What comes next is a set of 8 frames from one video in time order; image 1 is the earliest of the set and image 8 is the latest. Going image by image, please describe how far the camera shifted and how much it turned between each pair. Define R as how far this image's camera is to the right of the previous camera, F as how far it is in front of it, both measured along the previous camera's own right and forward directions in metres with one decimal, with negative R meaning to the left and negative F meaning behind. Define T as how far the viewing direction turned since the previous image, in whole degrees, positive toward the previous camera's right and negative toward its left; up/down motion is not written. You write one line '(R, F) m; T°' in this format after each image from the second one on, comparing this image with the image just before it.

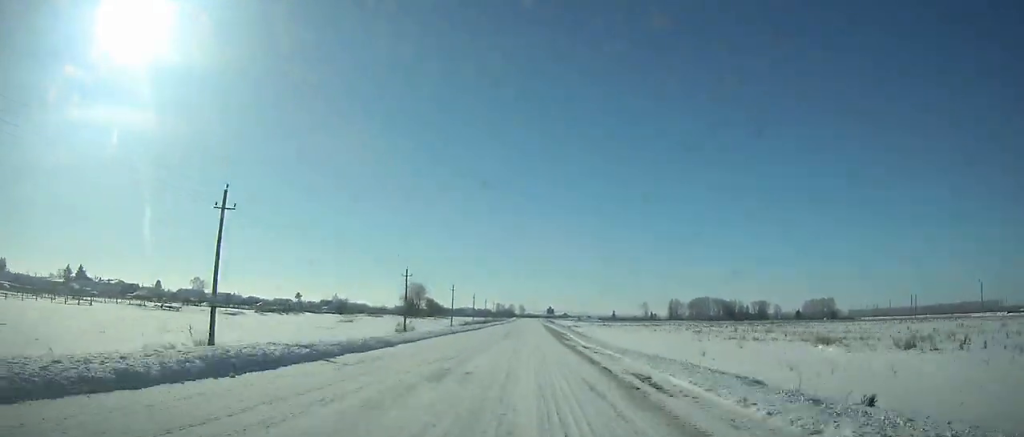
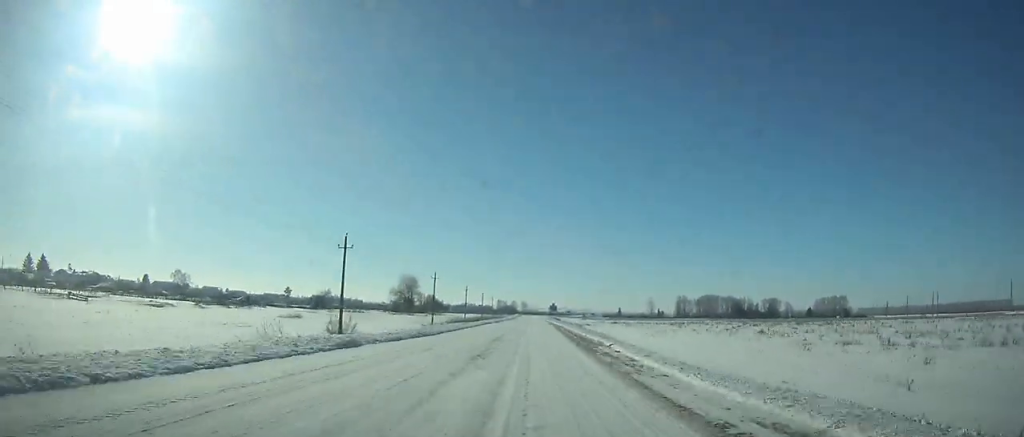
(0.0, +24.3) m; 0°
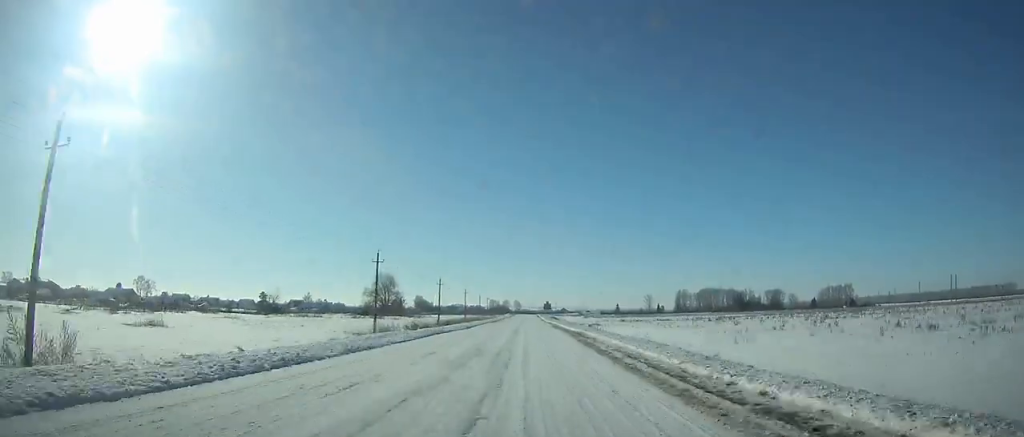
(0.0, +29.6) m; 0°
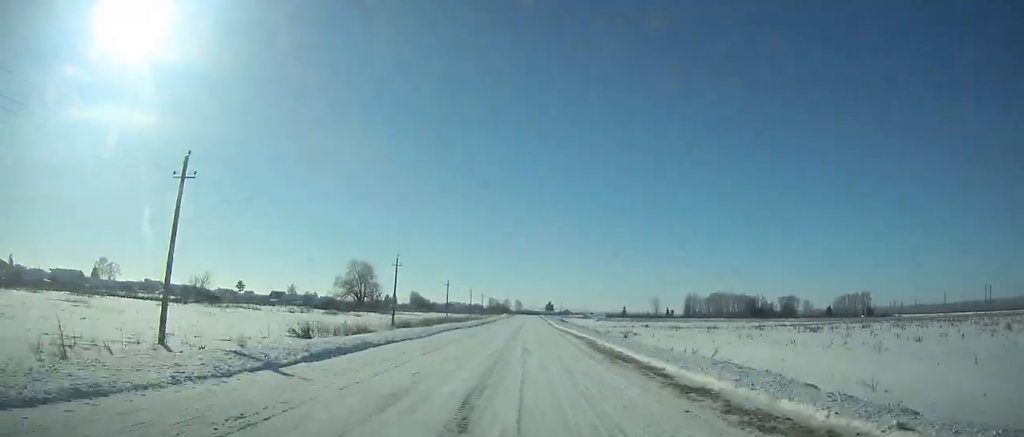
(+0.1, +34.0) m; 0°
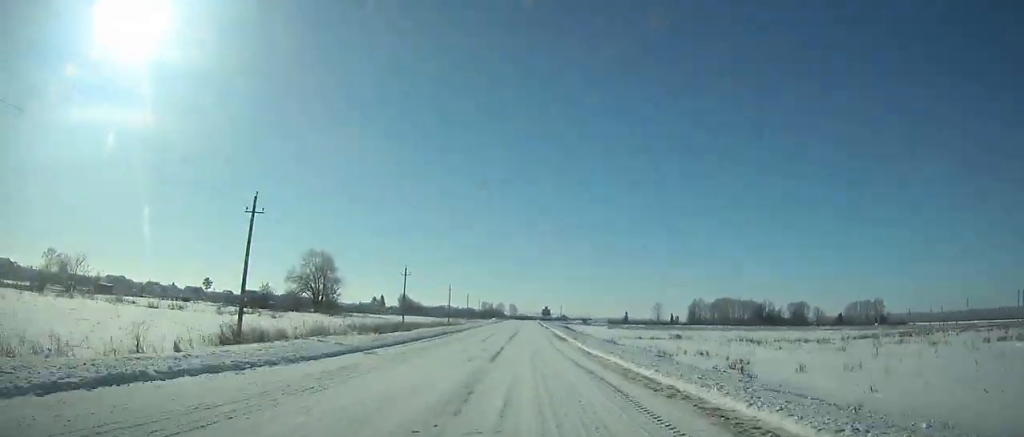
(+0.1, +34.3) m; 0°
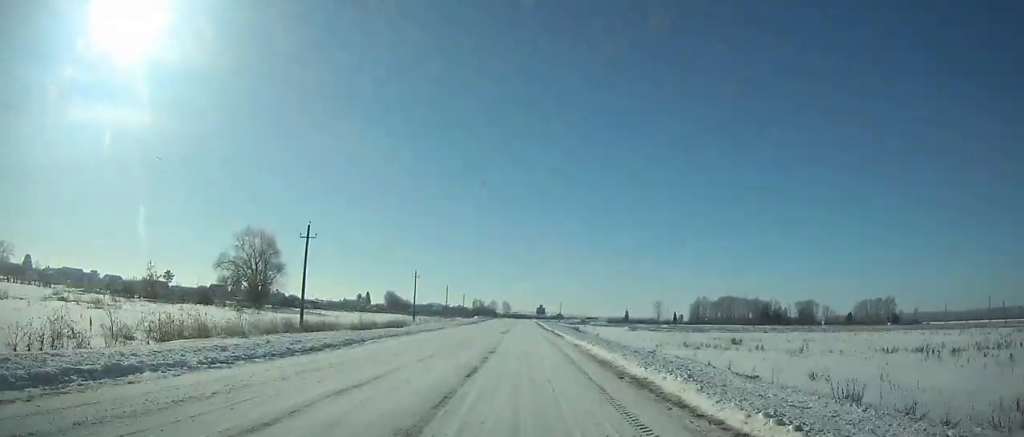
(0.0, +33.2) m; 0°
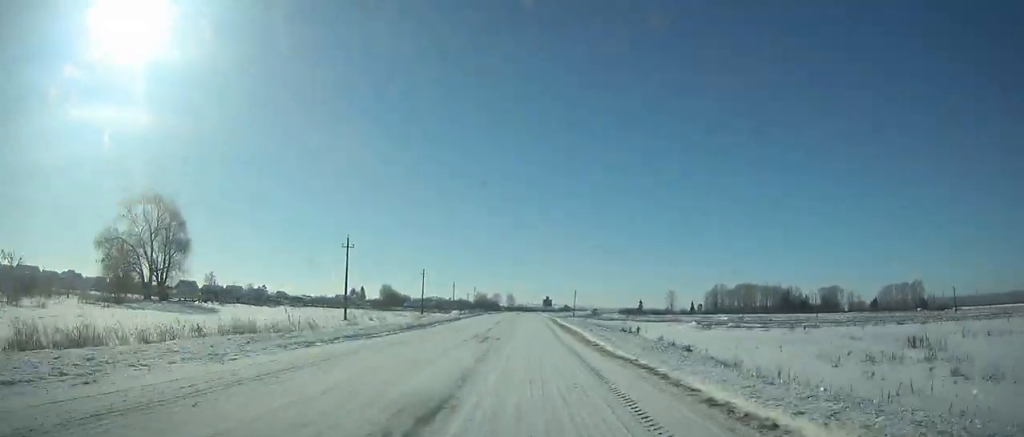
(+0.1, +38.6) m; 0°
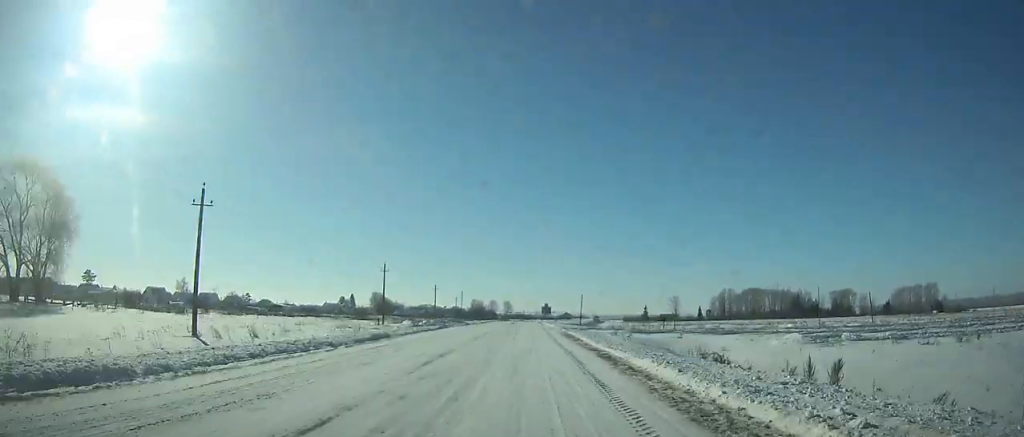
(0.0, +26.2) m; 0°
